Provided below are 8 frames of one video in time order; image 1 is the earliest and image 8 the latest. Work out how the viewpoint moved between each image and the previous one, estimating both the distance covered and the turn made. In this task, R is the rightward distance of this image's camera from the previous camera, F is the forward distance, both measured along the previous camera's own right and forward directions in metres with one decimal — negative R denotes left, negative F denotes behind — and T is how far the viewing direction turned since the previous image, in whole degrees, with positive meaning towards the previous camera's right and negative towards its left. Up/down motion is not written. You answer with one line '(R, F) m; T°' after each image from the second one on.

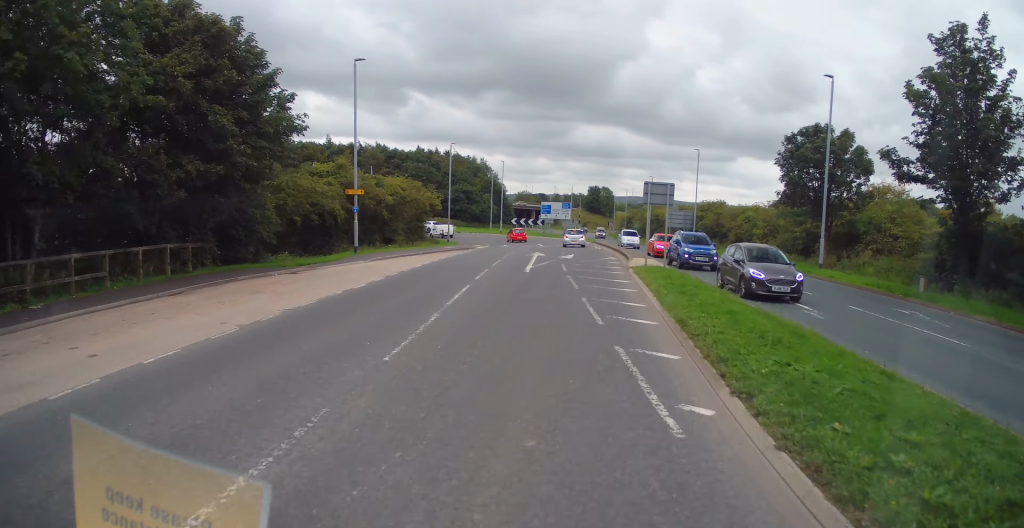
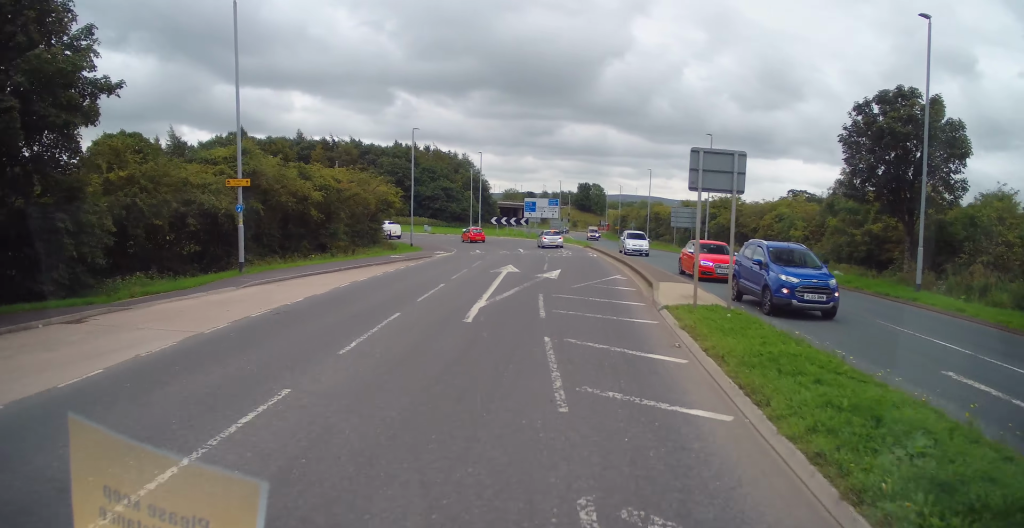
(+0.1, +11.0) m; +1°
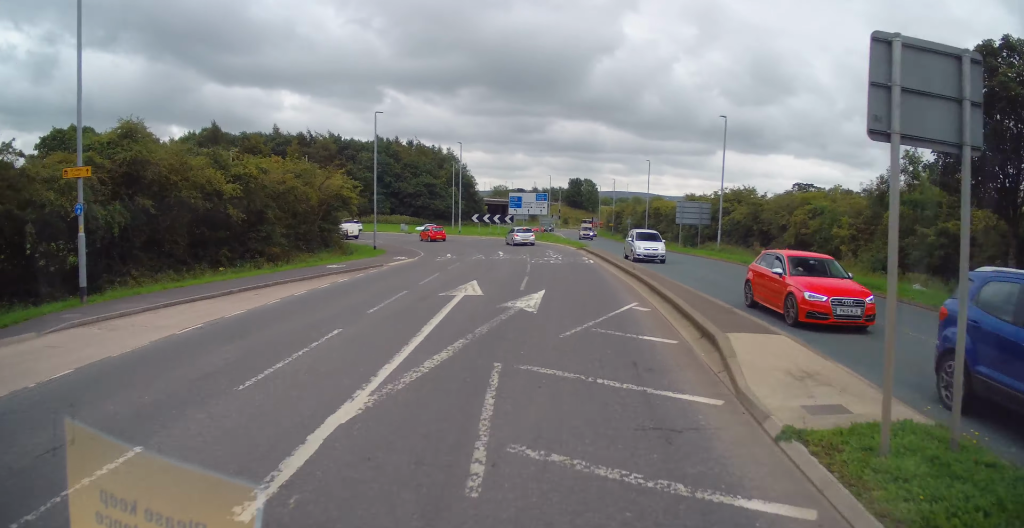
(0.0, +7.9) m; 0°
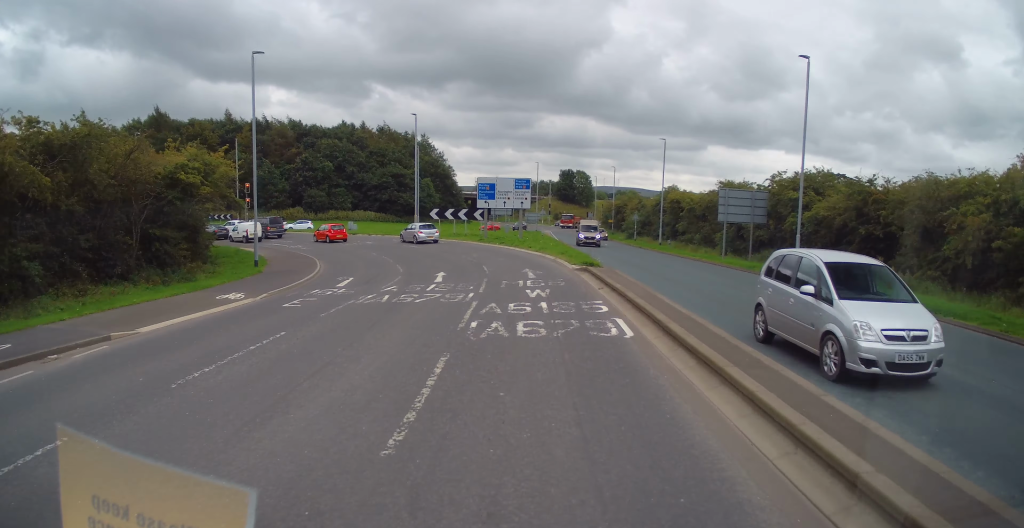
(-0.2, +17.6) m; -1°
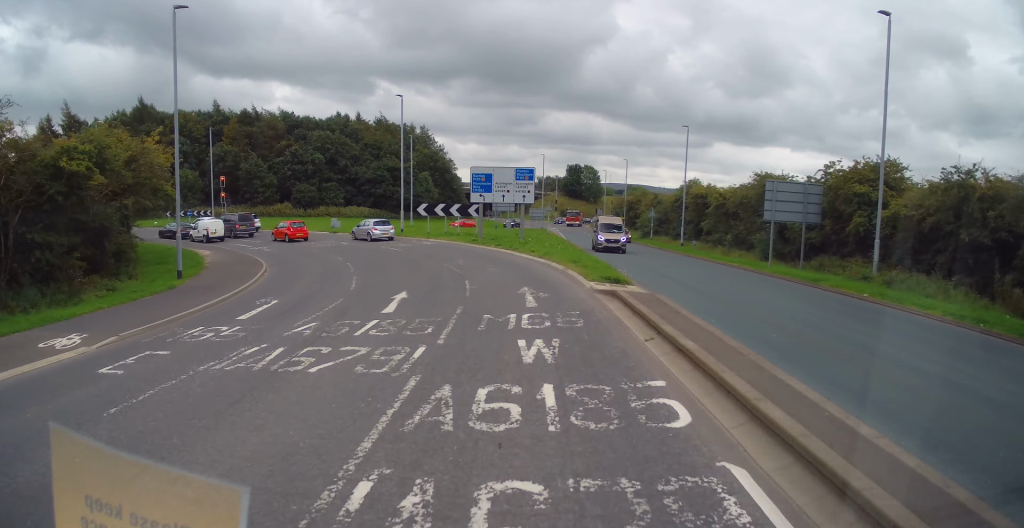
(0.0, +7.1) m; -1°
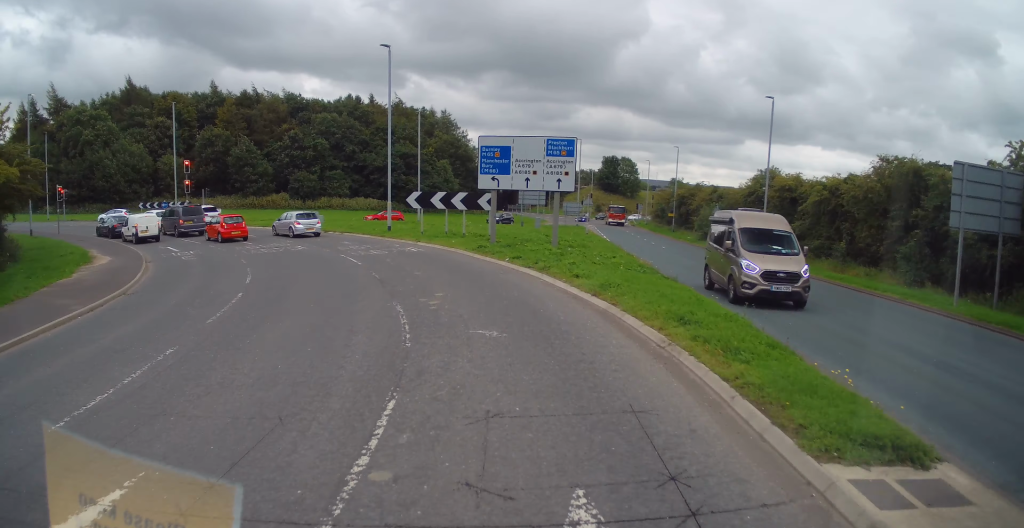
(-0.4, +12.5) m; -7°
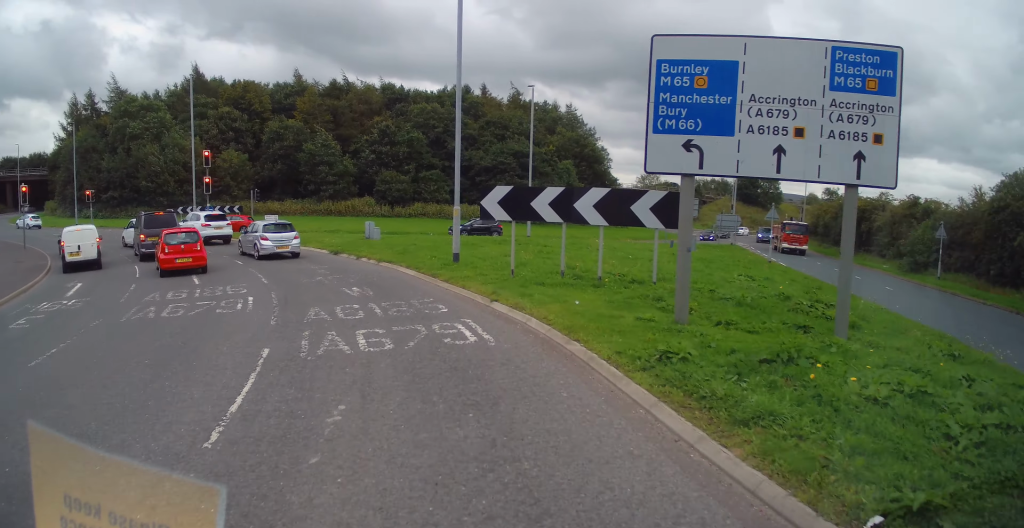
(-1.9, +14.8) m; -16°
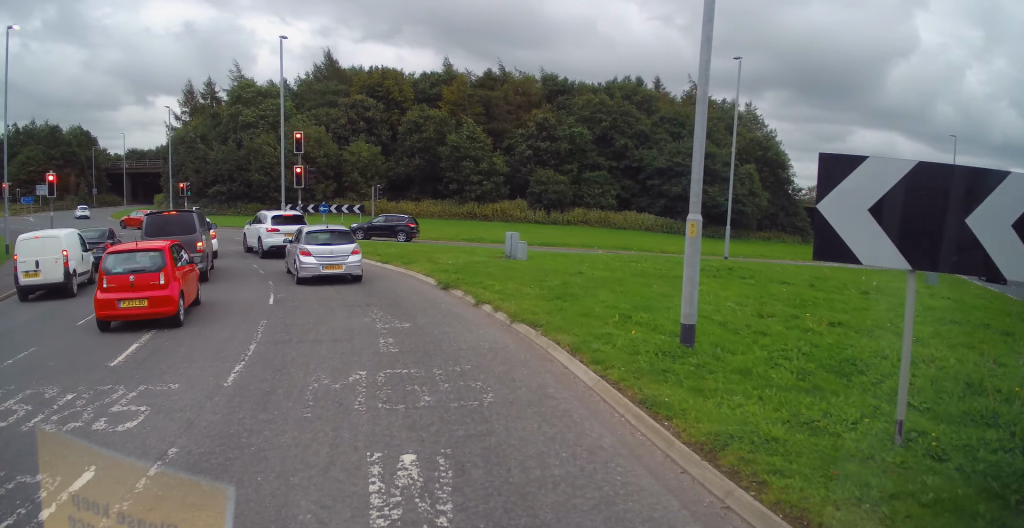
(-1.2, +9.9) m; -11°
